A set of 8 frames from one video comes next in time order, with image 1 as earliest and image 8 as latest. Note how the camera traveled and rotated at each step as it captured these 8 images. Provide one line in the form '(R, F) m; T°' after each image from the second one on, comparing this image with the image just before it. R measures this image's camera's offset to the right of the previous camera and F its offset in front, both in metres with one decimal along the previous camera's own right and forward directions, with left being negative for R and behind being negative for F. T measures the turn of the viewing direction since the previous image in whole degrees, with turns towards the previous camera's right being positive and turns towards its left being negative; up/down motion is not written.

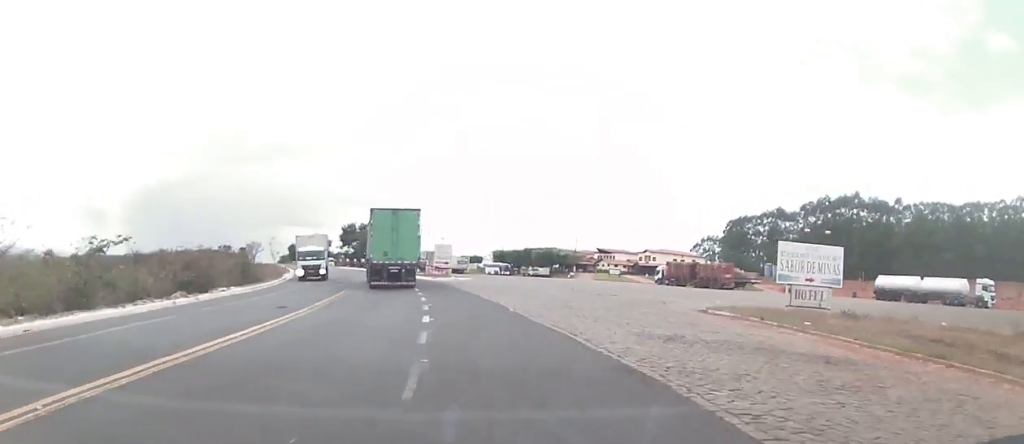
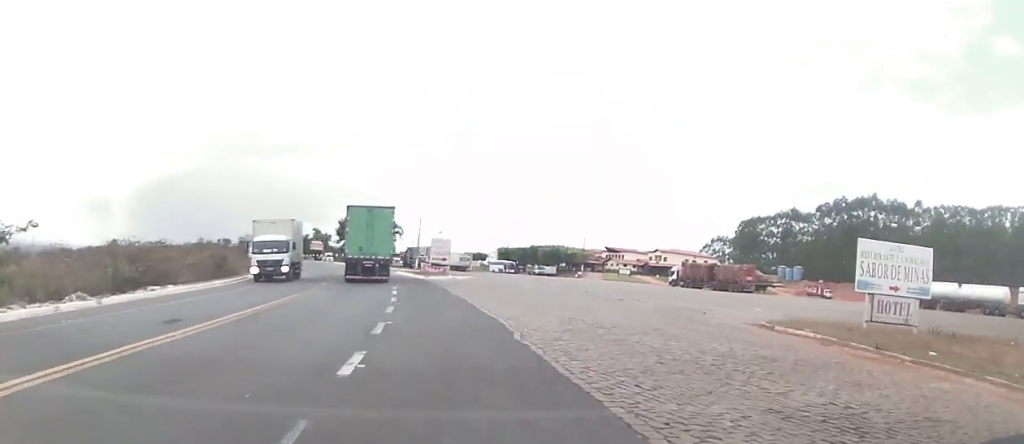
(+0.1, +8.3) m; 0°
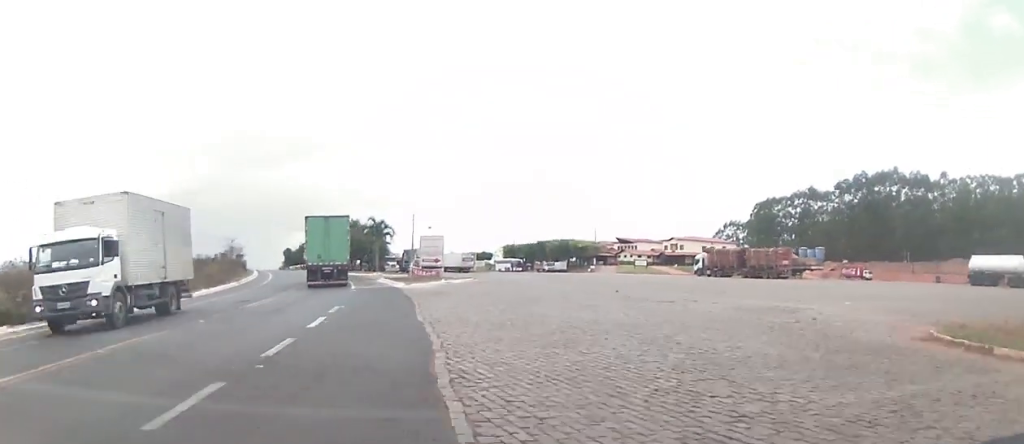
(-0.2, +12.2) m; -1°
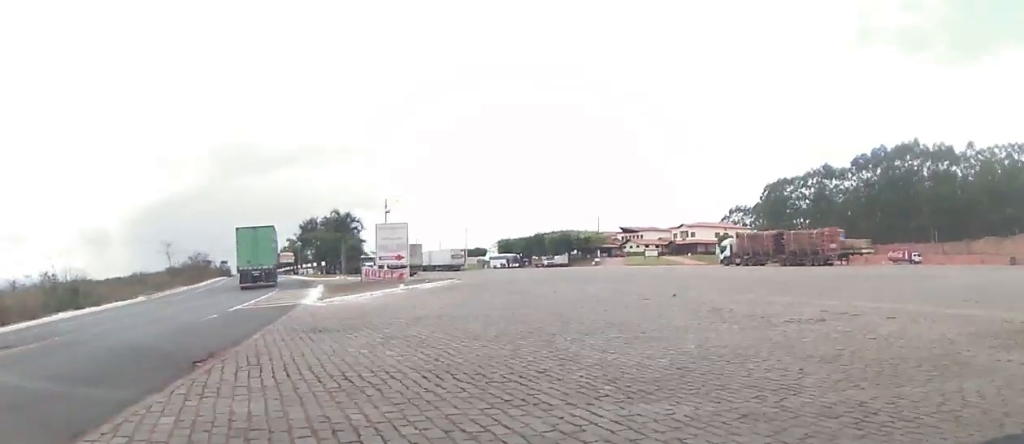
(-0.1, +16.7) m; 0°
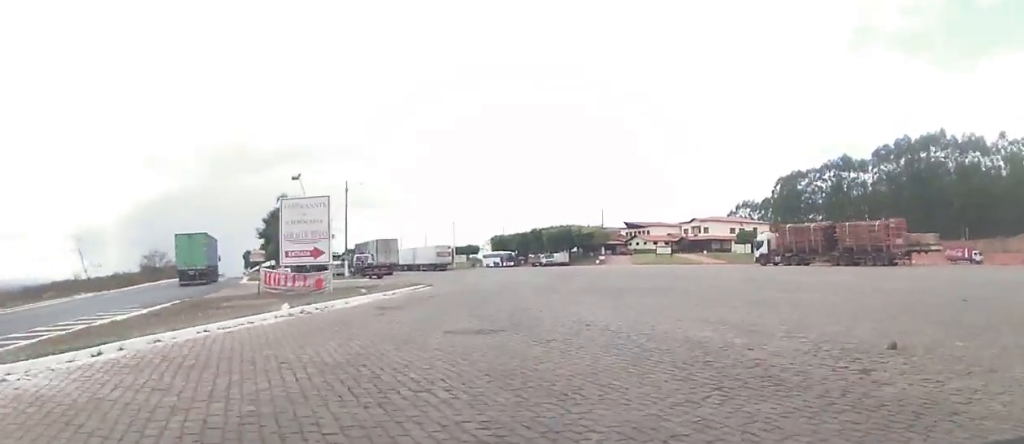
(0.0, +17.1) m; 0°
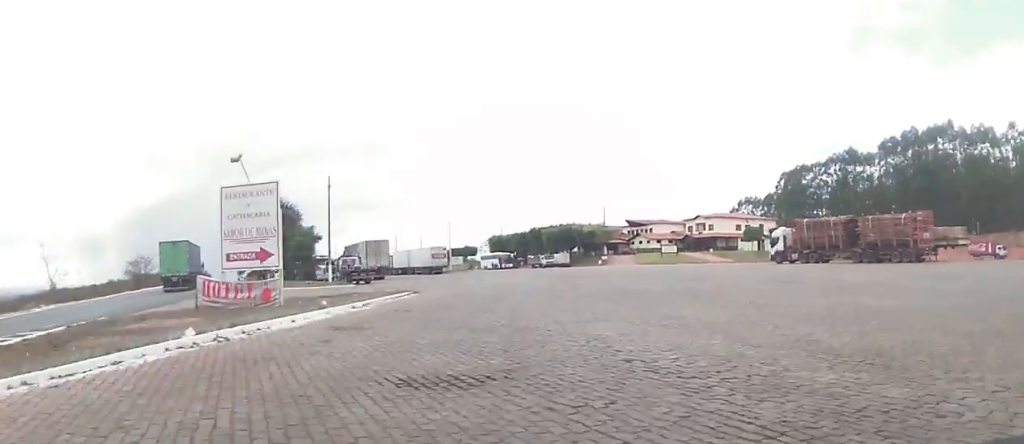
(0.0, +5.4) m; 0°
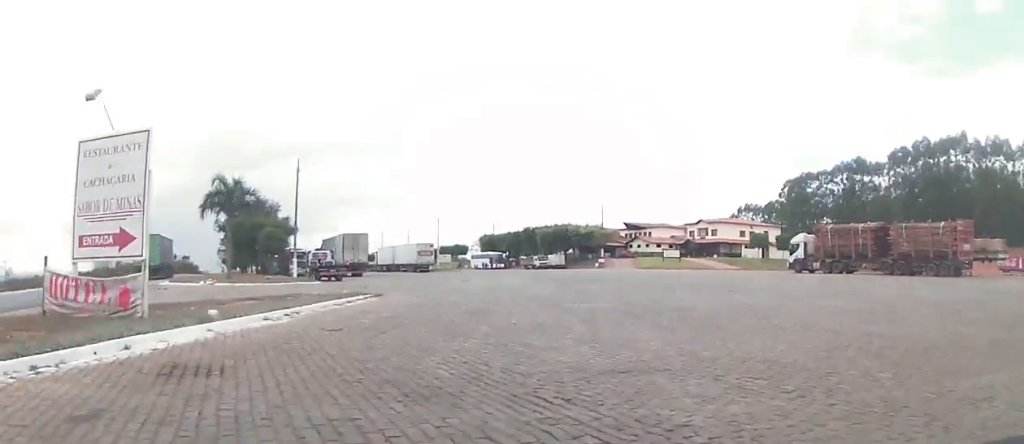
(0.0, +7.8) m; -1°
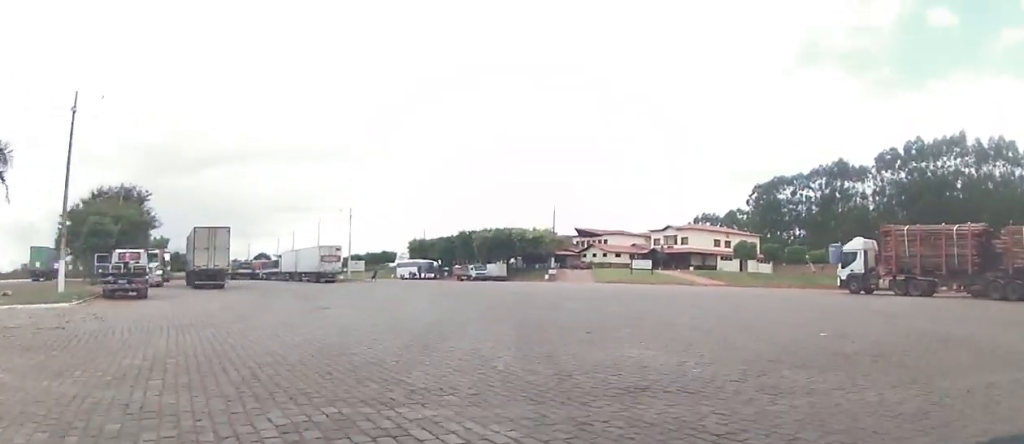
(+0.6, +22.3) m; +6°
